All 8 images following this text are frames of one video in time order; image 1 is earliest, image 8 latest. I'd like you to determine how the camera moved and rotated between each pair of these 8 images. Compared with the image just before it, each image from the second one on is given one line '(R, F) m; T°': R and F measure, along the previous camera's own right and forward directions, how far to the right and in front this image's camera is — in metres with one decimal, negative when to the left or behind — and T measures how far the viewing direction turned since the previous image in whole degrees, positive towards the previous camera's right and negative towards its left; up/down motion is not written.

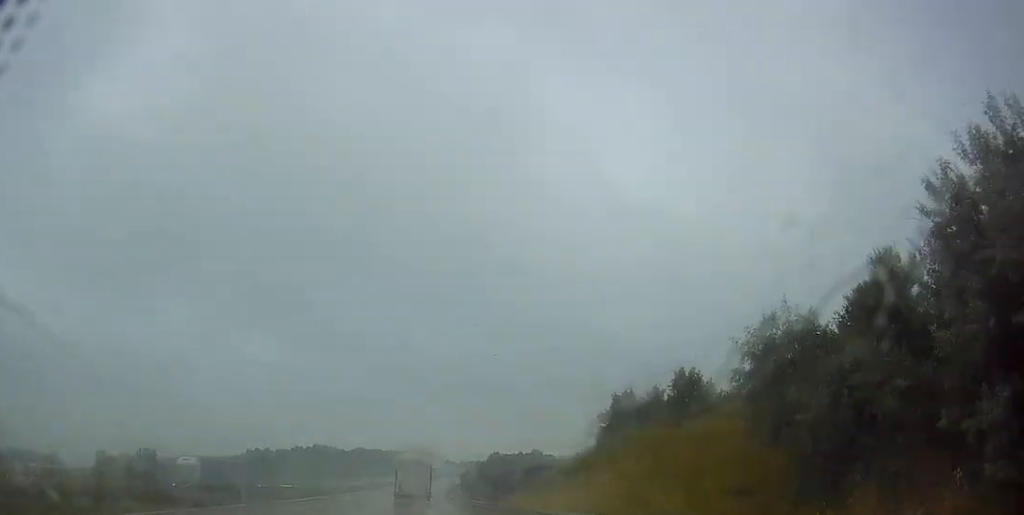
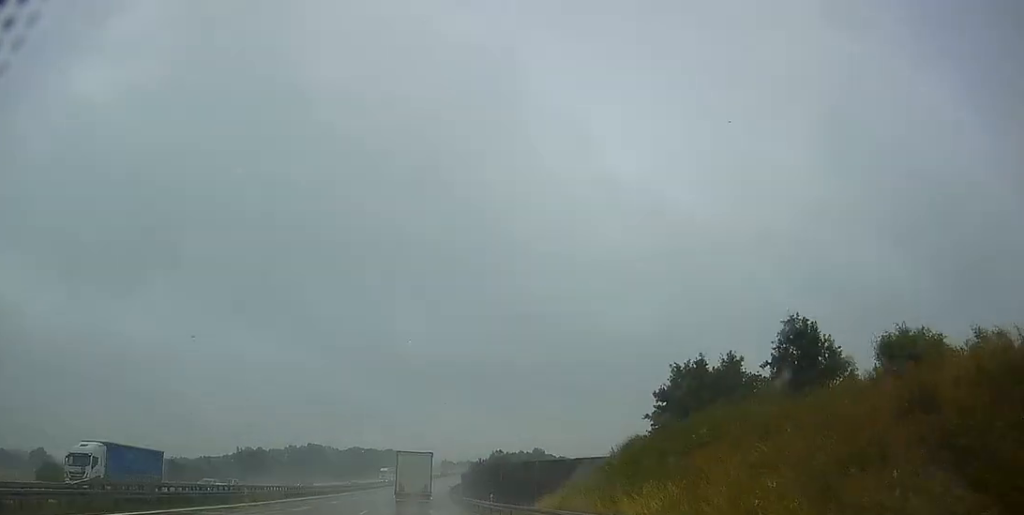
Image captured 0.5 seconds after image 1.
(0.0, +12.2) m; 0°
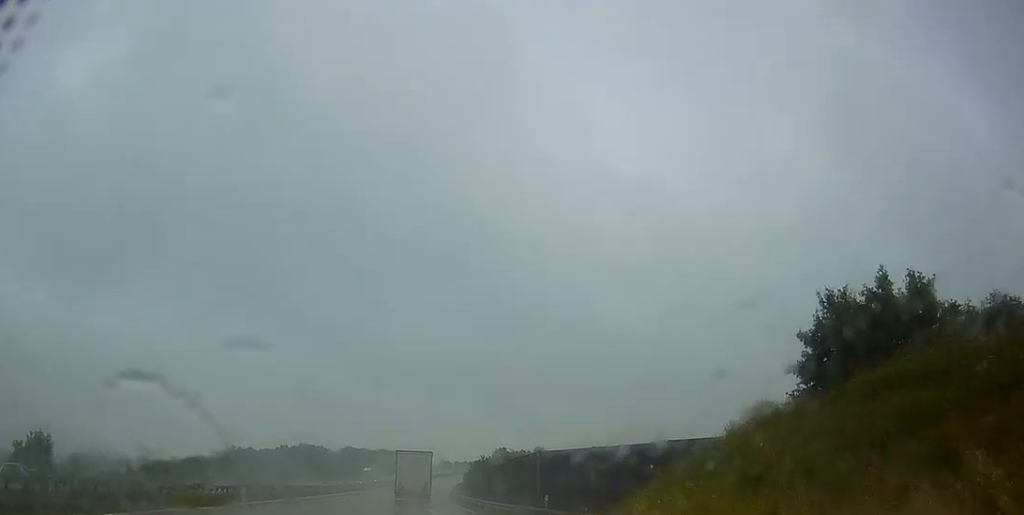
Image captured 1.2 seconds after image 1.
(+0.1, +16.1) m; 0°
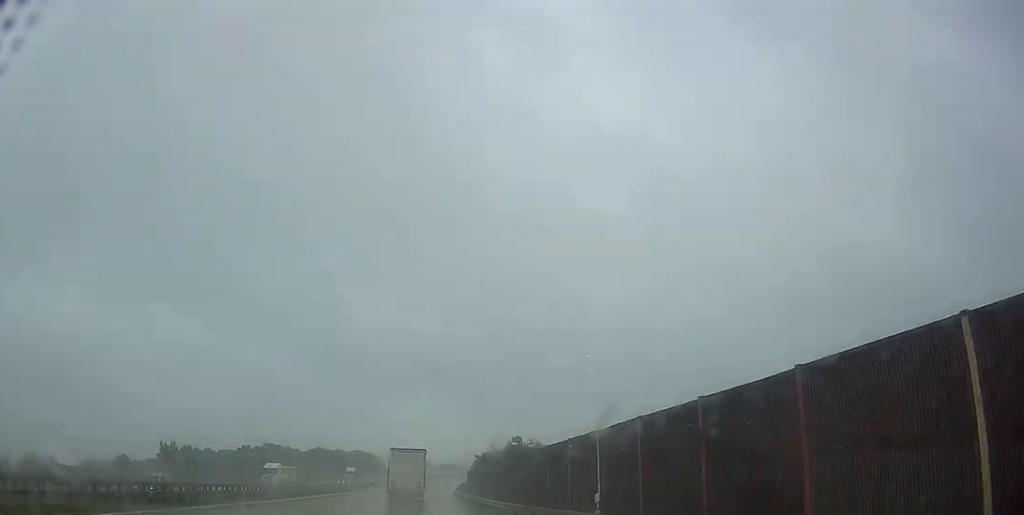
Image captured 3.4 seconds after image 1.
(+0.4, +51.8) m; +1°
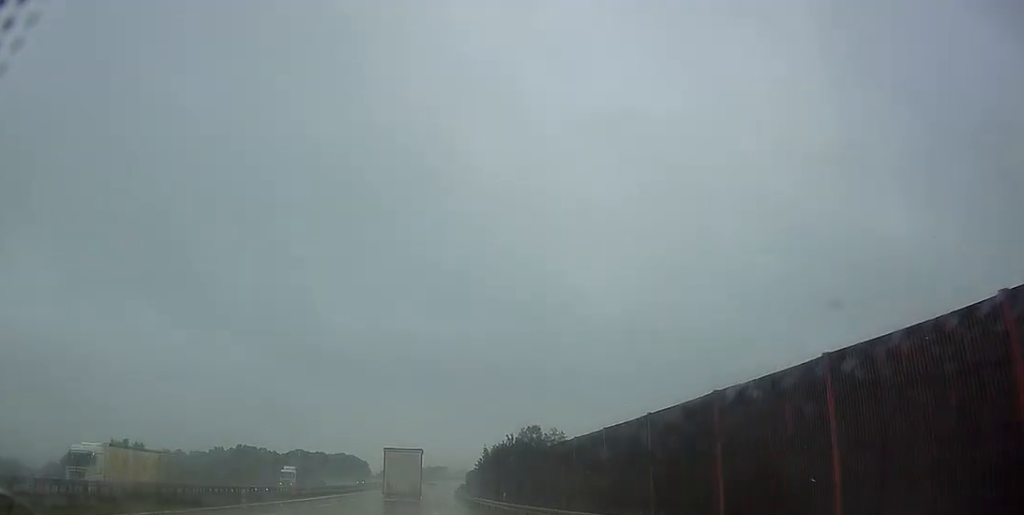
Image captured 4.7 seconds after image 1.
(+0.1, +31.3) m; +1°
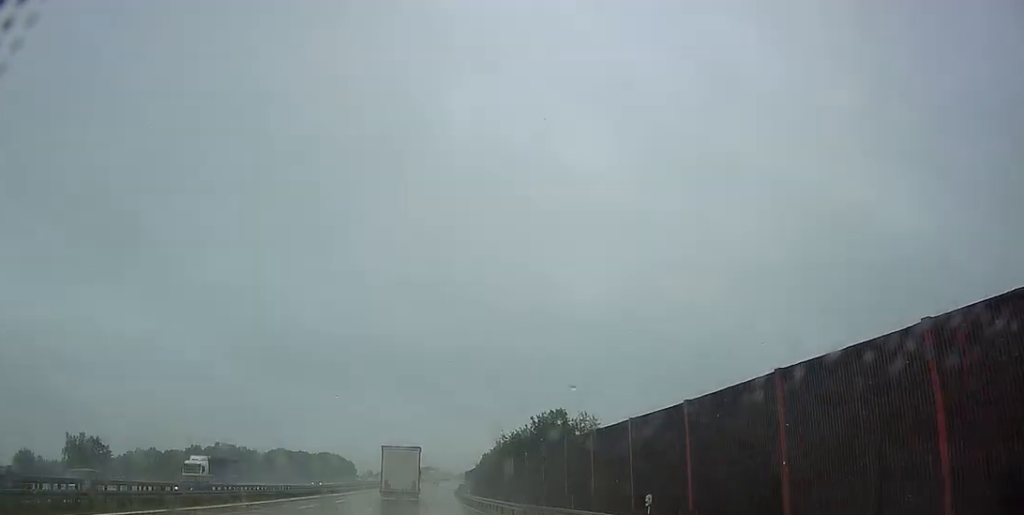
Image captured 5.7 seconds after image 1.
(+0.3, +23.4) m; +1°
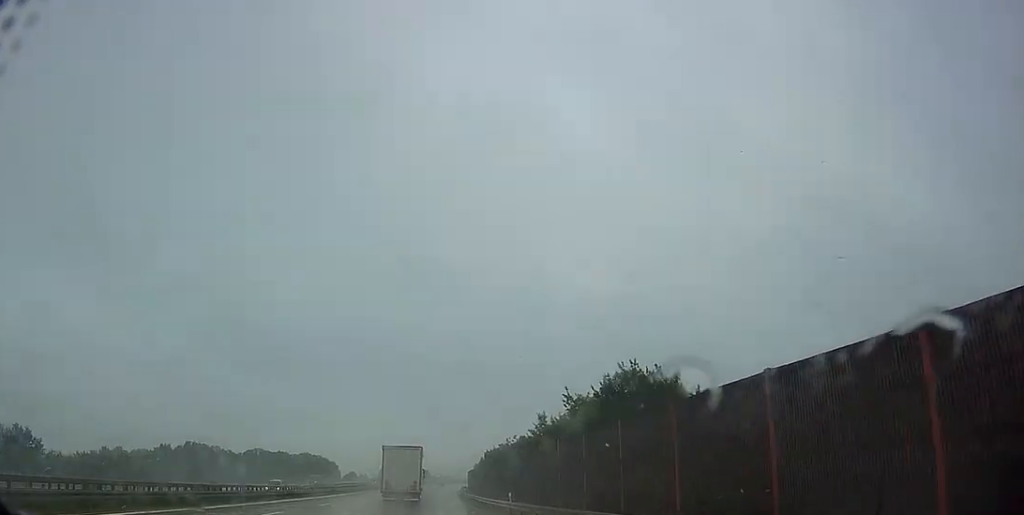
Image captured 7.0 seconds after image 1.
(+0.3, +30.6) m; +1°
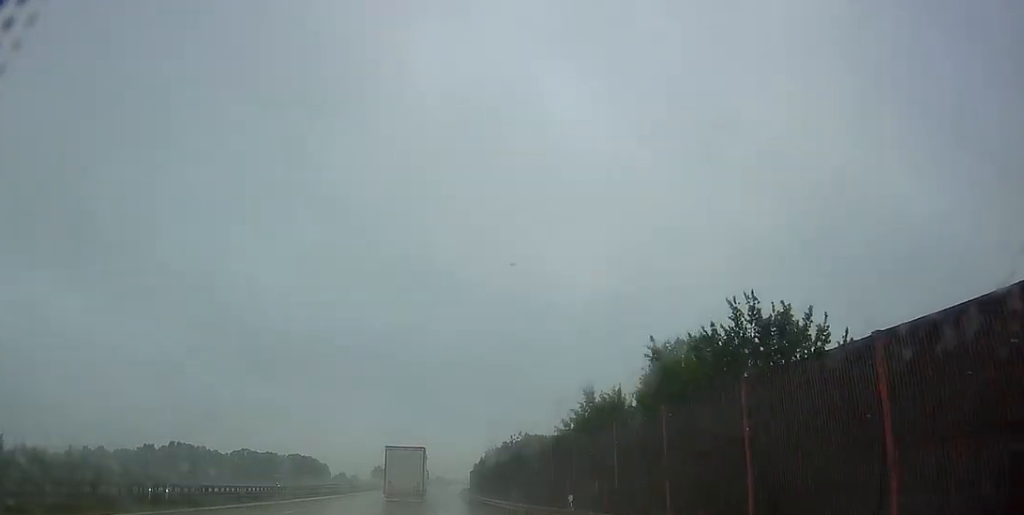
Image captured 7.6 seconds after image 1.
(0.0, +14.4) m; 0°
